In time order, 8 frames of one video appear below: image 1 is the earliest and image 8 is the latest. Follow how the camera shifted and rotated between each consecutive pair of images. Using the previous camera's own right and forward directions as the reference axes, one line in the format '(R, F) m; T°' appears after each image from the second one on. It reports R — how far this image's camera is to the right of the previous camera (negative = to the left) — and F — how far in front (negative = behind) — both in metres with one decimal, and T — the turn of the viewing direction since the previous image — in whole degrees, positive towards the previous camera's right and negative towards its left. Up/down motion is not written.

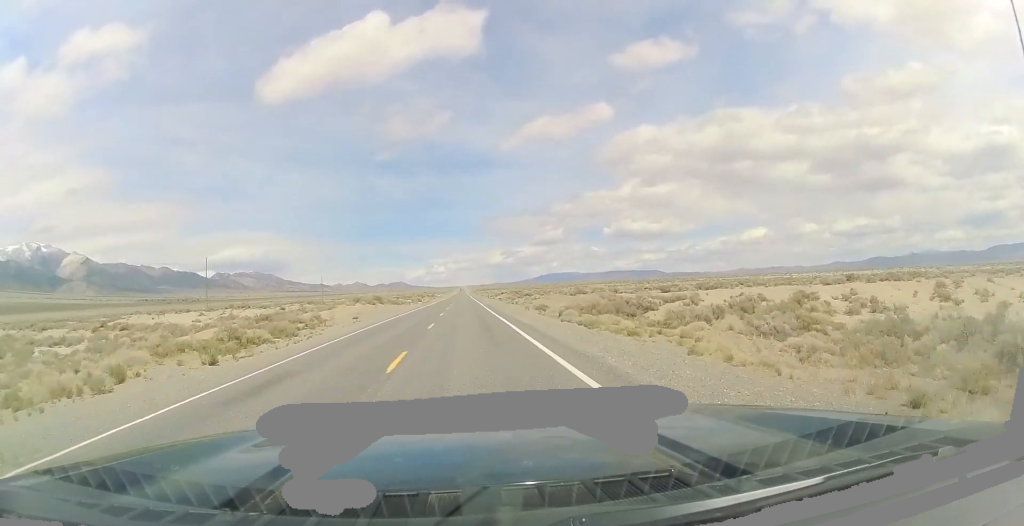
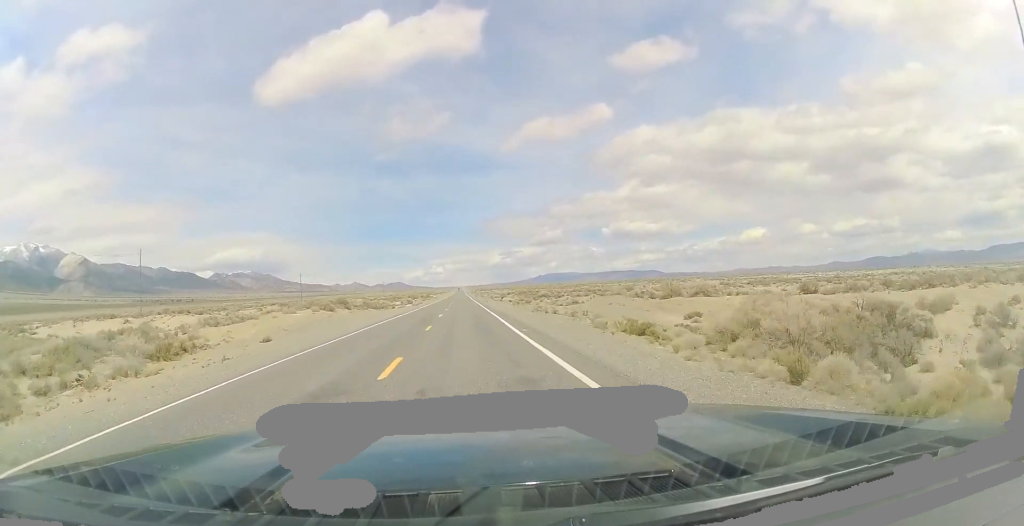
(+0.2, +28.2) m; 0°
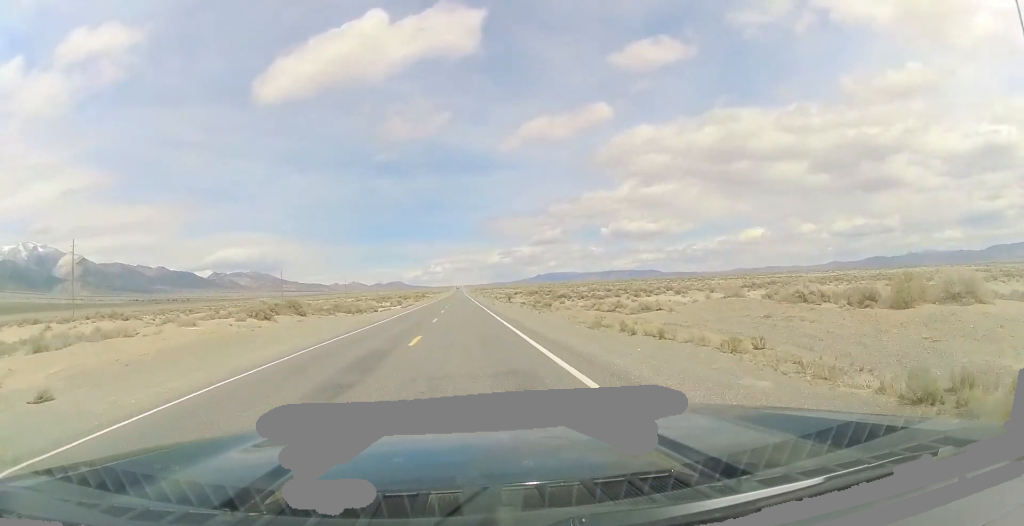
(0.0, +20.6) m; 0°
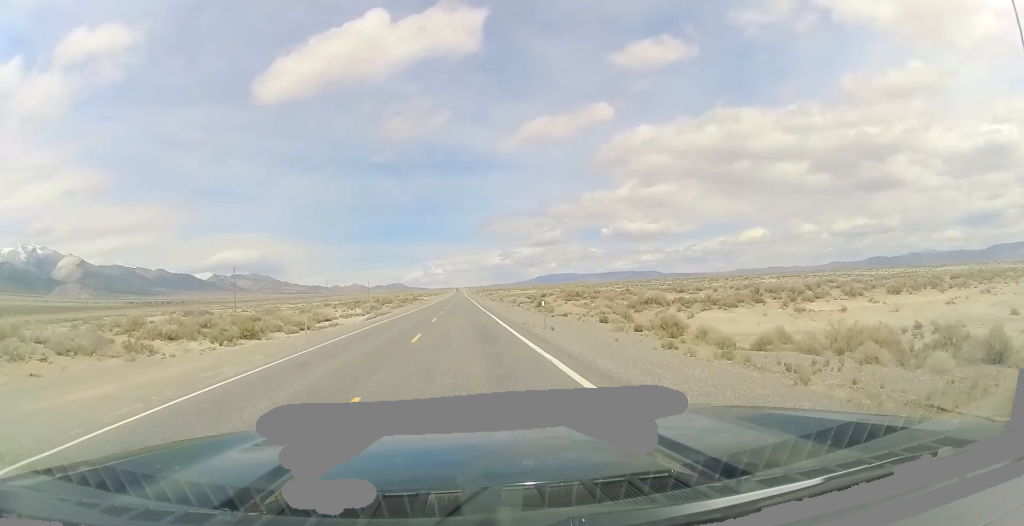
(-0.1, +39.3) m; 0°
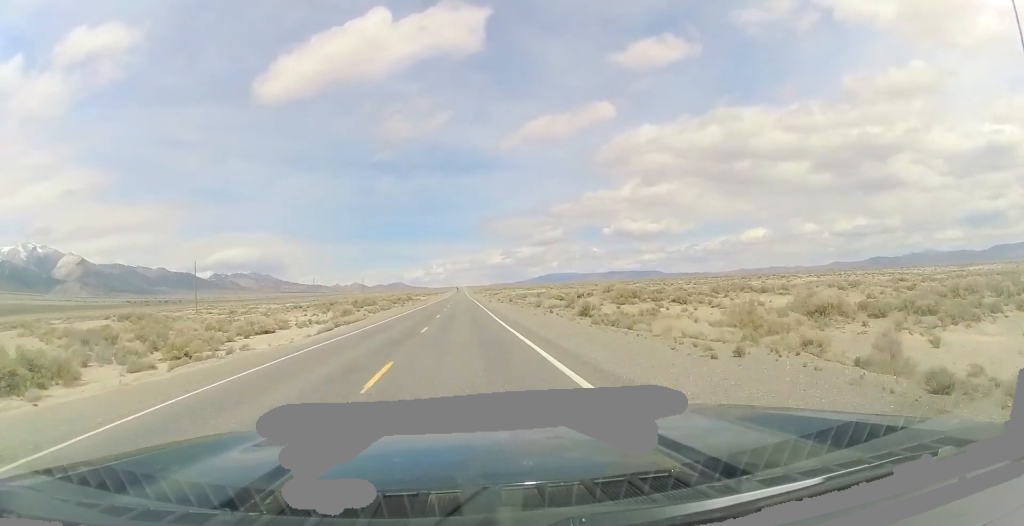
(0.0, +23.1) m; 0°
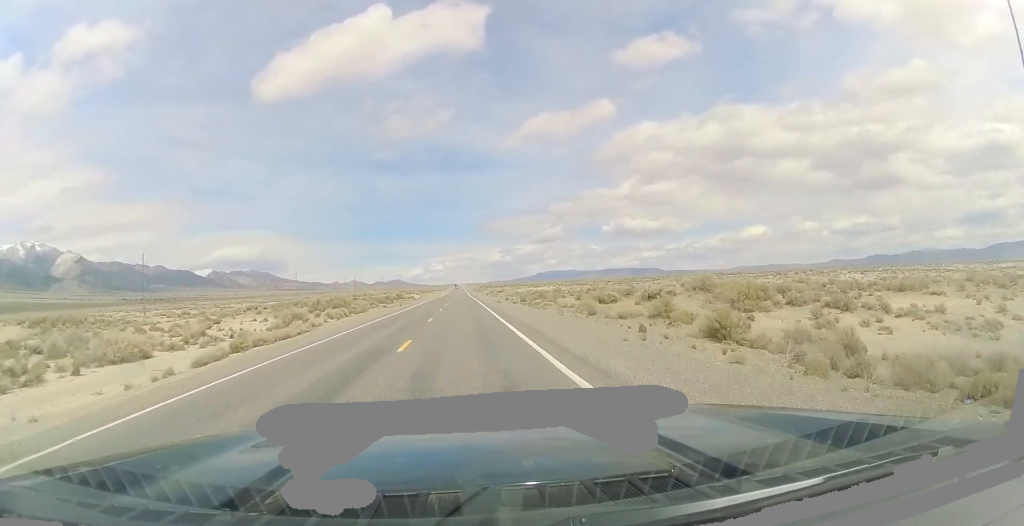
(+0.2, +22.0) m; 0°
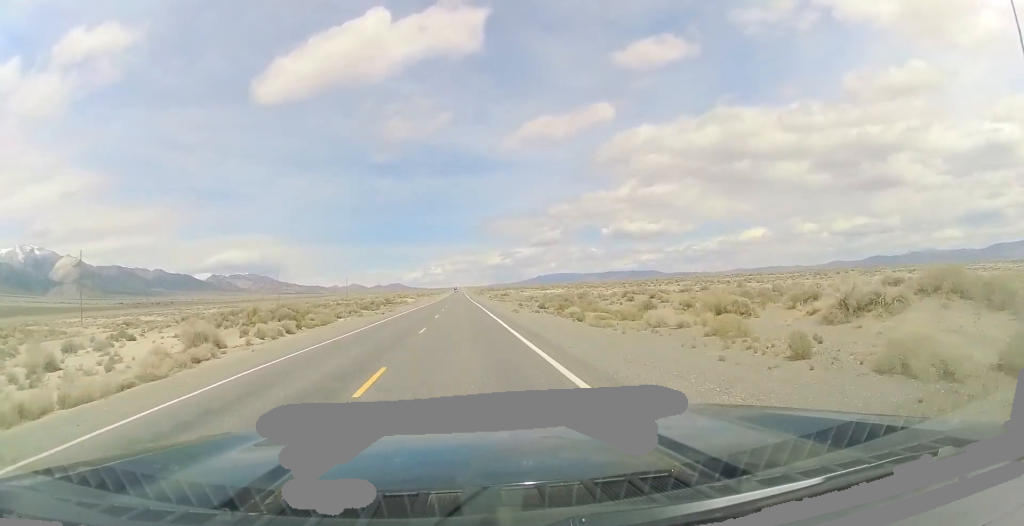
(-0.4, +19.9) m; 0°
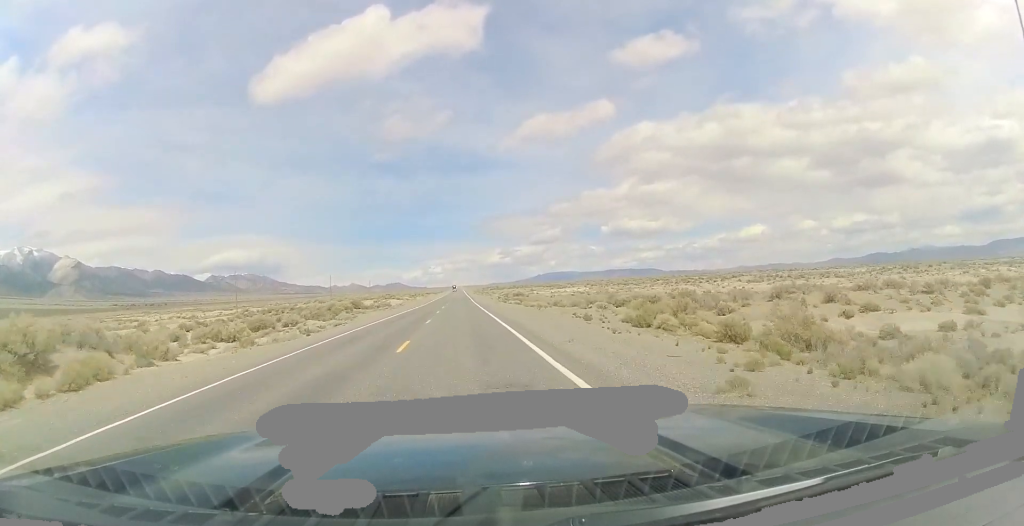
(+0.1, +34.4) m; +1°
